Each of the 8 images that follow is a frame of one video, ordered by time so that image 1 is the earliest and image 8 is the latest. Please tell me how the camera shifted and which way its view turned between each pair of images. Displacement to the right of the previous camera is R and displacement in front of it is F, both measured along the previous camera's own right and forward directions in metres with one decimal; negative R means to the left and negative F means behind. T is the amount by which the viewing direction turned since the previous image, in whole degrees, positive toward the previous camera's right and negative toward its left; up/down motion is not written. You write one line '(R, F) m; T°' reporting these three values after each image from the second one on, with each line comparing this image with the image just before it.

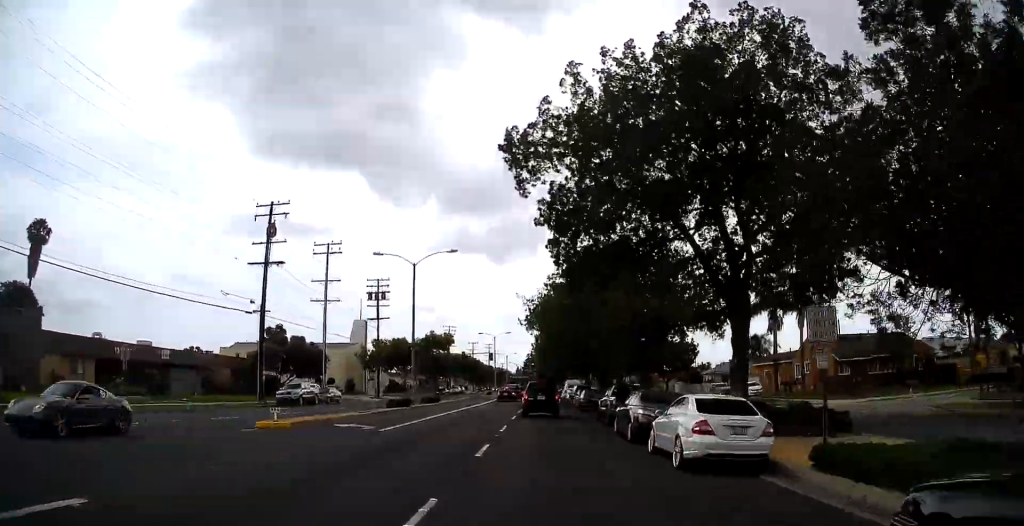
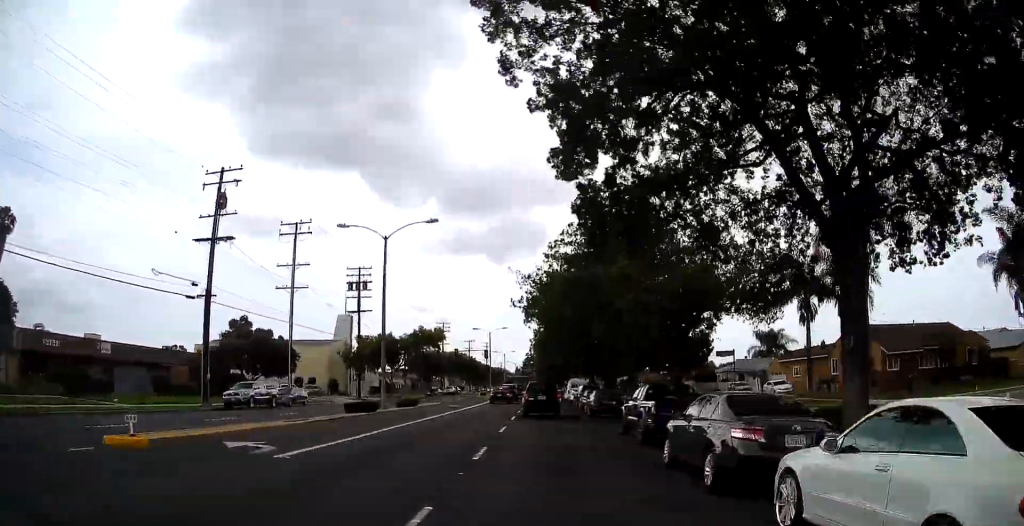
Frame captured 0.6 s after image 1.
(0.0, +8.3) m; 0°
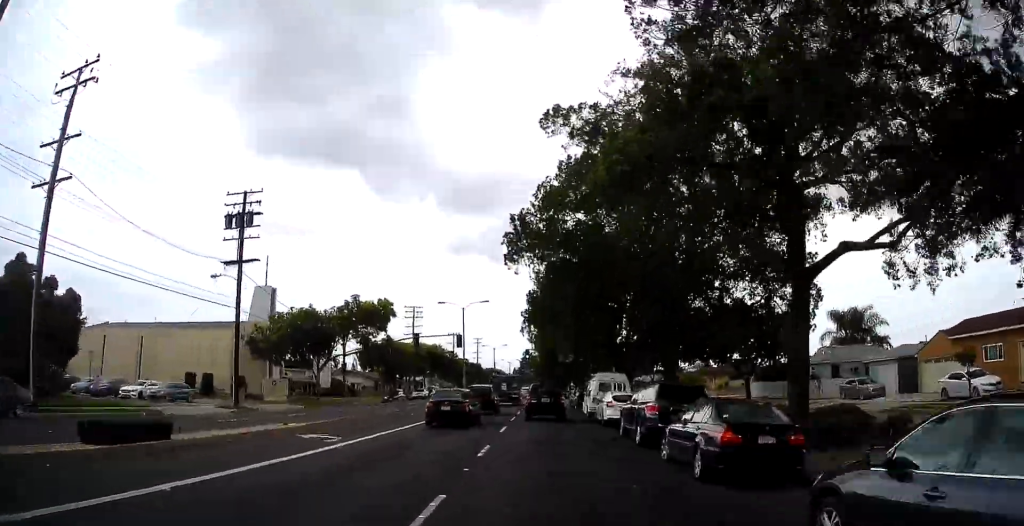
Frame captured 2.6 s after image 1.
(0.0, +28.8) m; -3°
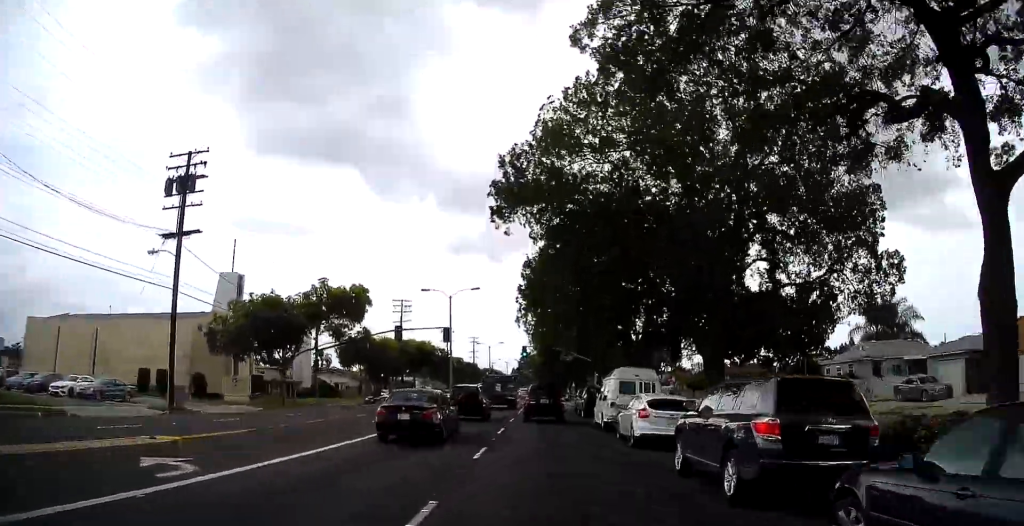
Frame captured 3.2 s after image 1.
(-0.4, +7.8) m; 0°
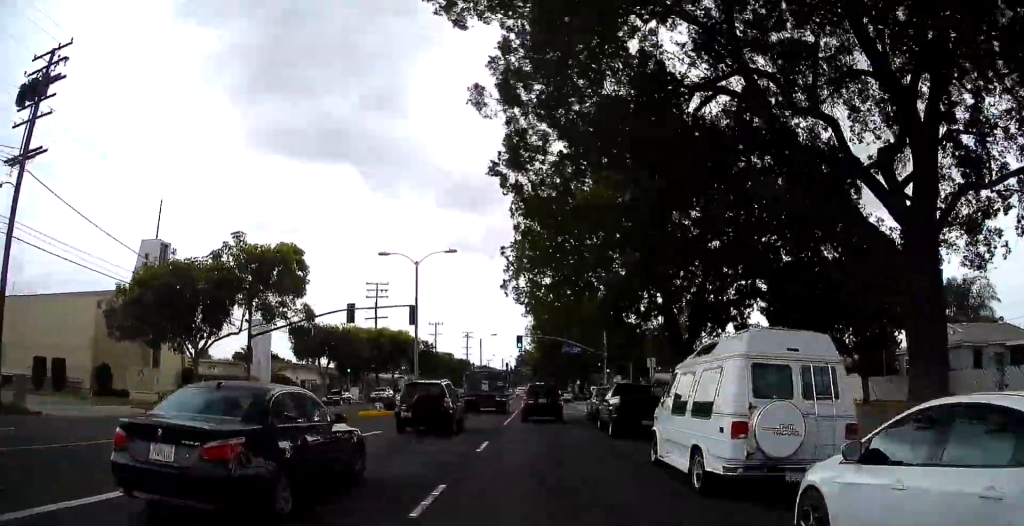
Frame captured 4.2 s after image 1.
(+0.1, +13.4) m; +2°
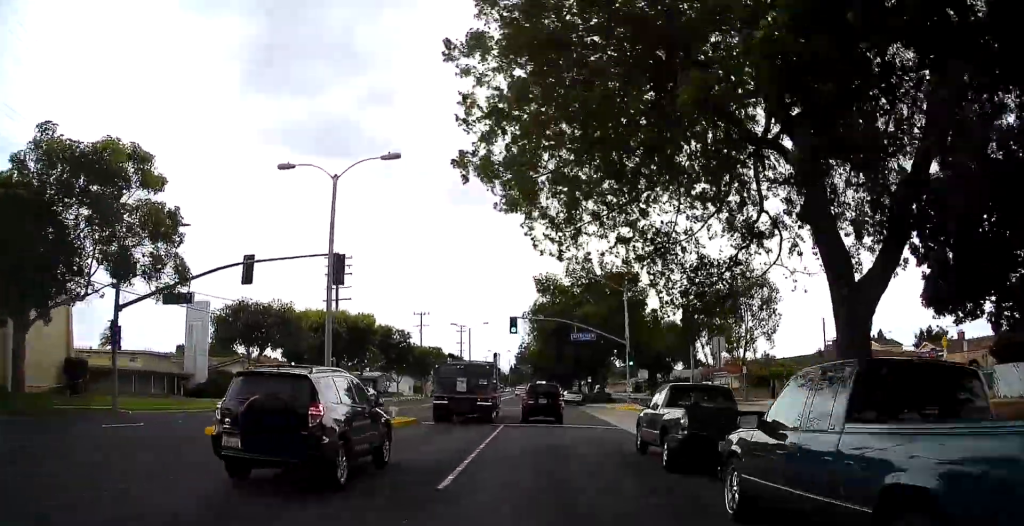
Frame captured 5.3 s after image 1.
(+0.4, +15.4) m; +2°
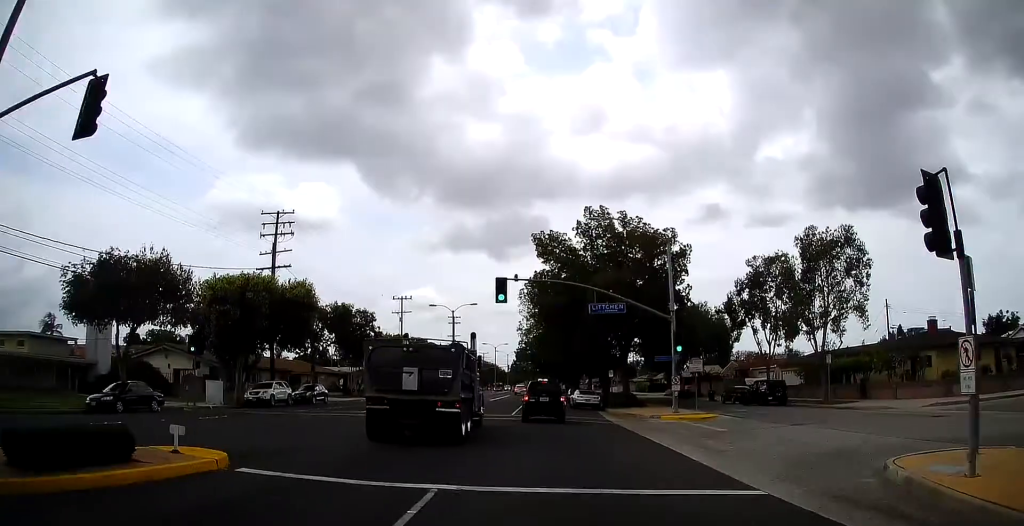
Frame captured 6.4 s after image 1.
(0.0, +16.0) m; +2°
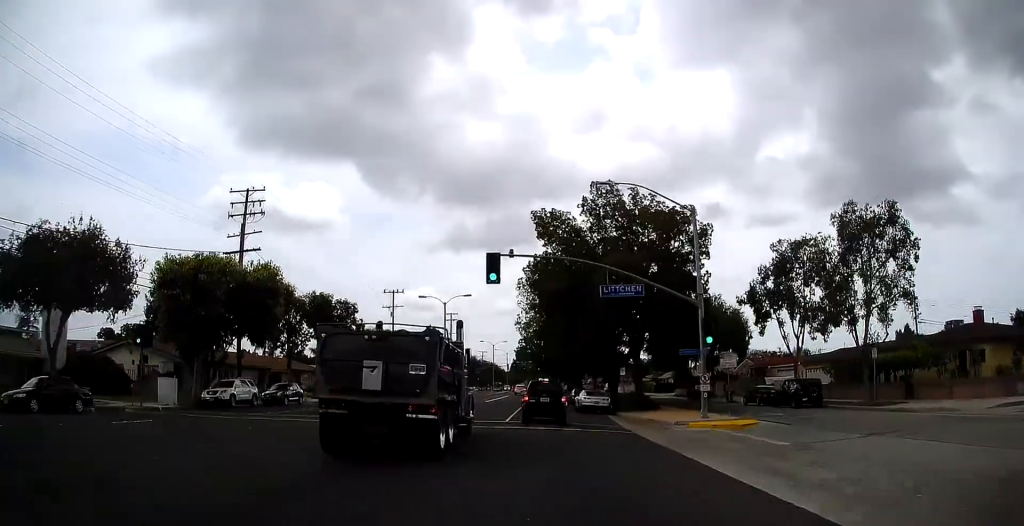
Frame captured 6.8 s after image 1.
(0.0, +5.6) m; +1°
